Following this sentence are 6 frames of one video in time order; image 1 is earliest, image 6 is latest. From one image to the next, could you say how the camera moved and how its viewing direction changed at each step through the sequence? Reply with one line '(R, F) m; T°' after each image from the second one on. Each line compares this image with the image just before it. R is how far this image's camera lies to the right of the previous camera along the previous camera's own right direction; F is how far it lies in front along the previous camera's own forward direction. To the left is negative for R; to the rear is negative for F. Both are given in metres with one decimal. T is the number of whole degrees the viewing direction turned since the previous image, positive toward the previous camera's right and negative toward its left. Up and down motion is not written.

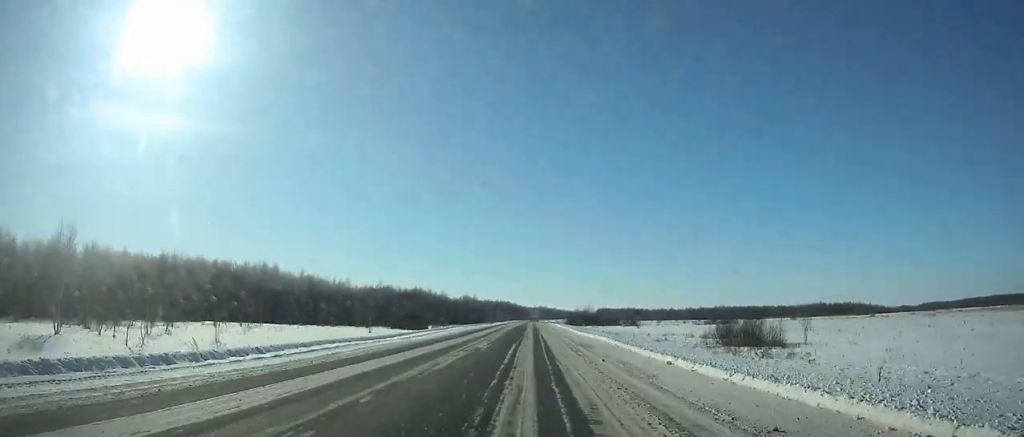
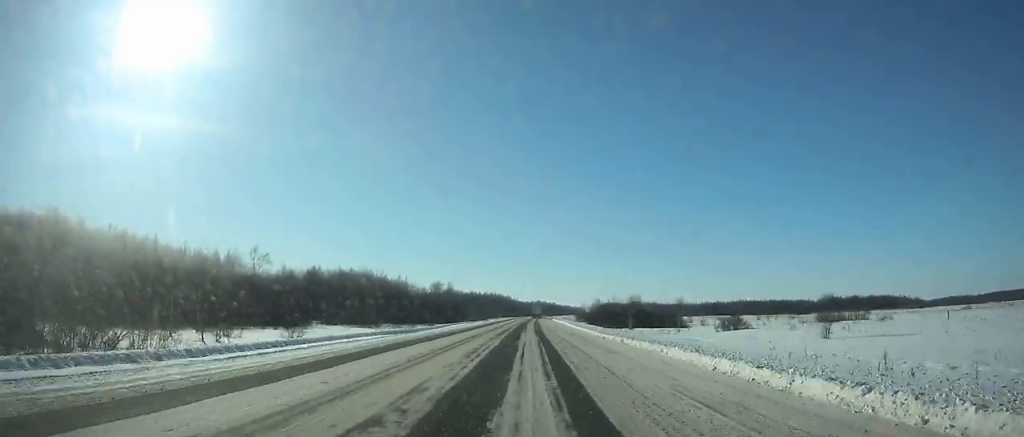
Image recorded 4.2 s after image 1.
(+0.4, +92.8) m; 0°
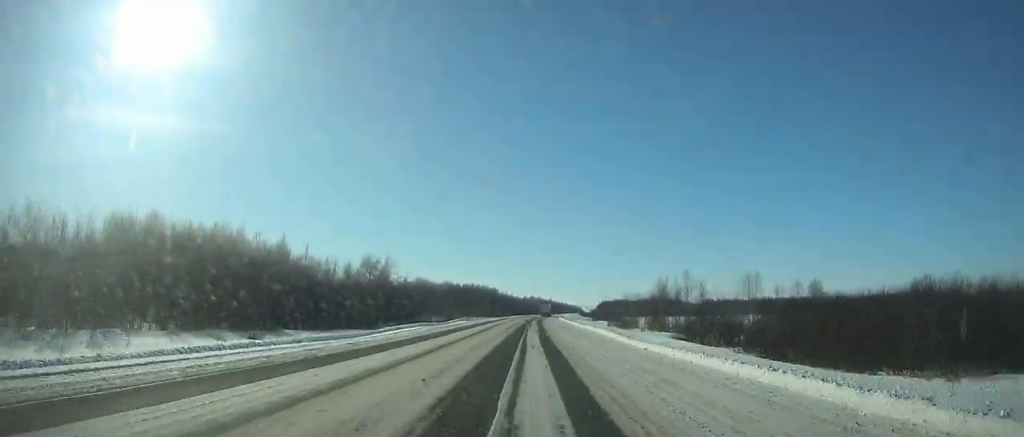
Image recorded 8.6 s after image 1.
(+0.6, +95.7) m; +1°
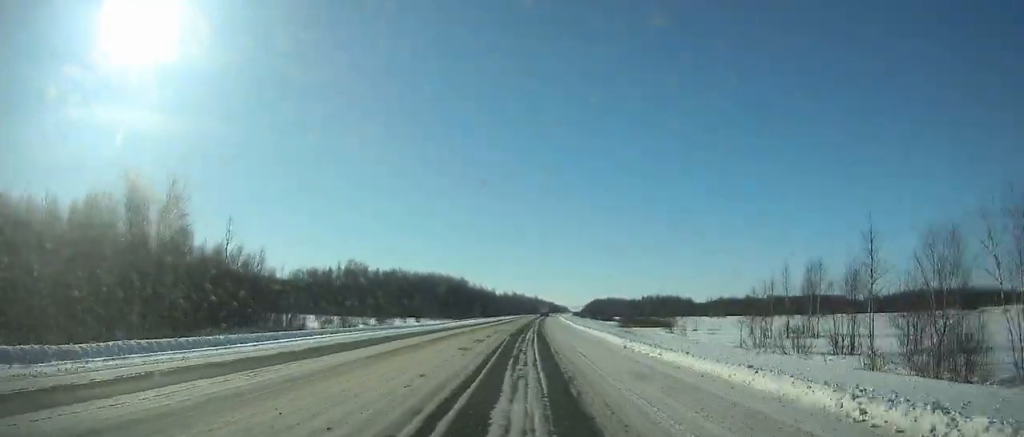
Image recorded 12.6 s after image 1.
(+0.7, +85.8) m; +1°
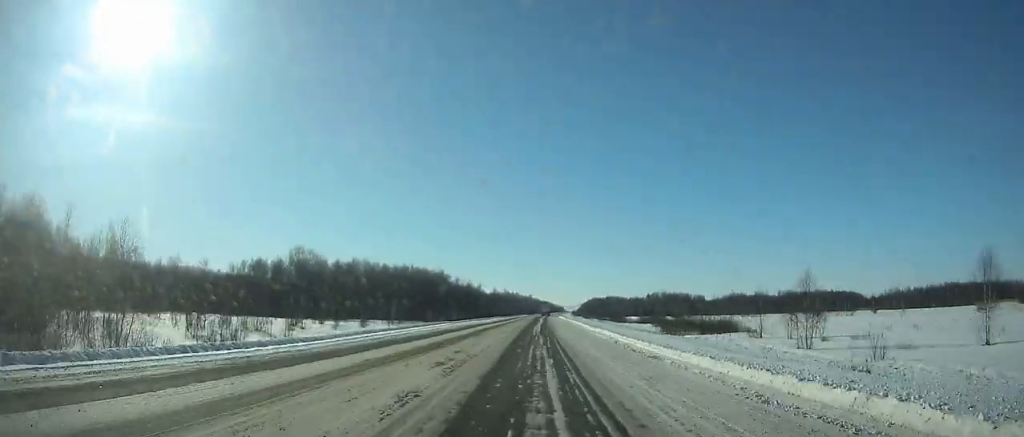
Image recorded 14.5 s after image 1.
(-0.1, +40.5) m; +1°
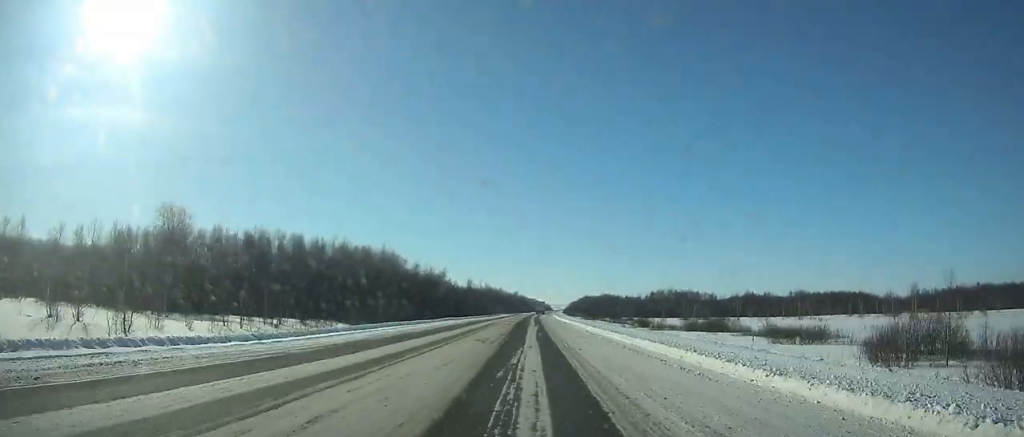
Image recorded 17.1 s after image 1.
(+0.7, +55.0) m; +1°
